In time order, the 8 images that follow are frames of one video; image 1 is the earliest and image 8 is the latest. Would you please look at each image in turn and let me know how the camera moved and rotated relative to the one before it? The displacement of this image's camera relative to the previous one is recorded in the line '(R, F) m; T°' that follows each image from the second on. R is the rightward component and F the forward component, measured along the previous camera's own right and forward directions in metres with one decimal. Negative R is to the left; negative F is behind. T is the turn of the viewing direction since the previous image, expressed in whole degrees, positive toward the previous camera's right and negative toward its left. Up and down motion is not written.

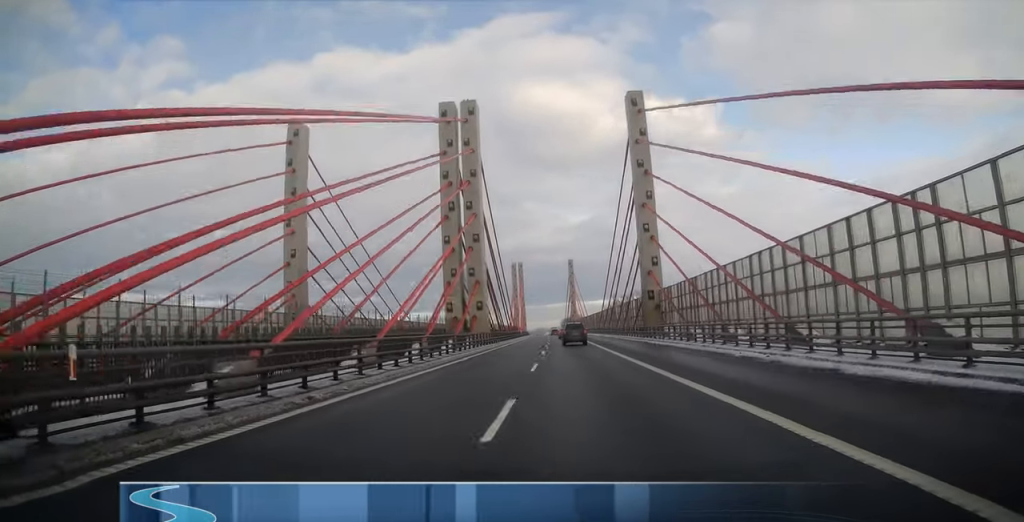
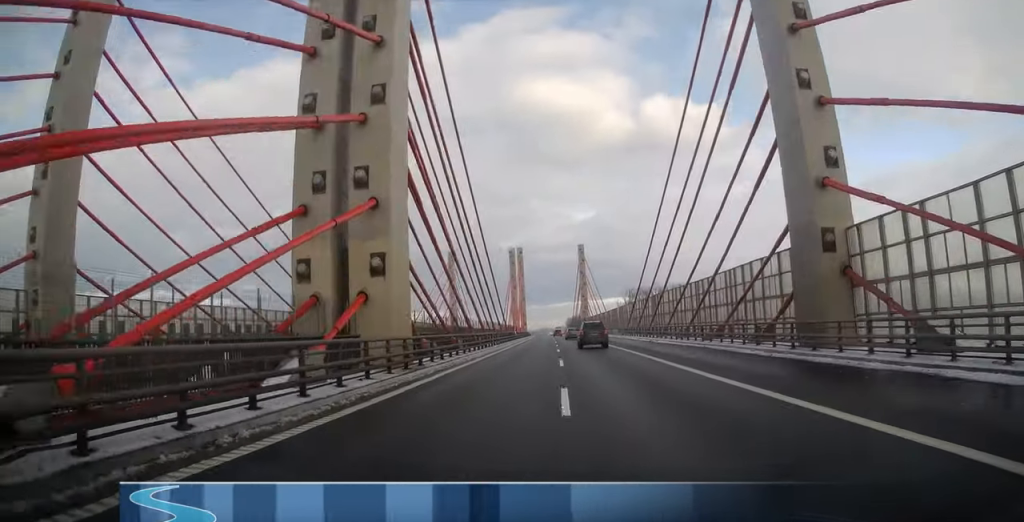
(0.0, +34.2) m; 0°
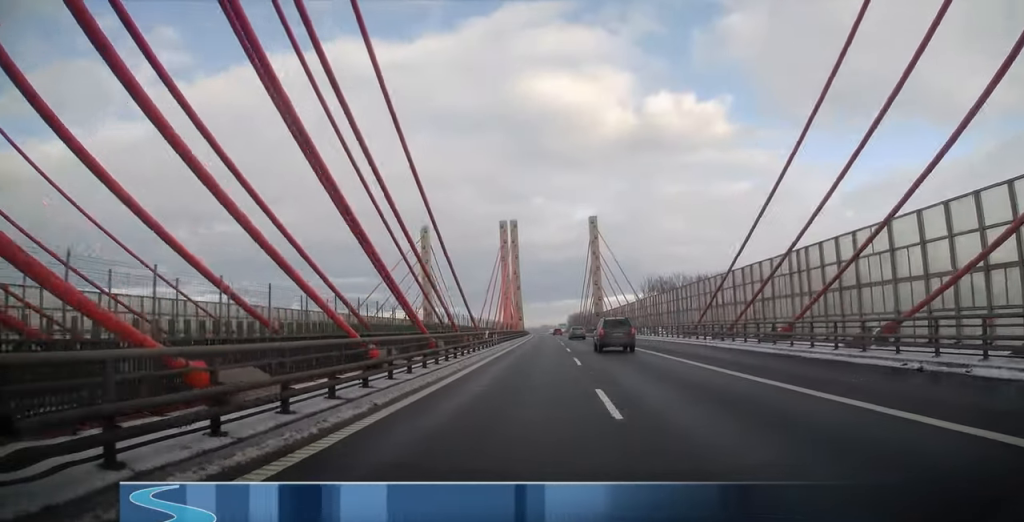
(0.0, +36.3) m; 0°
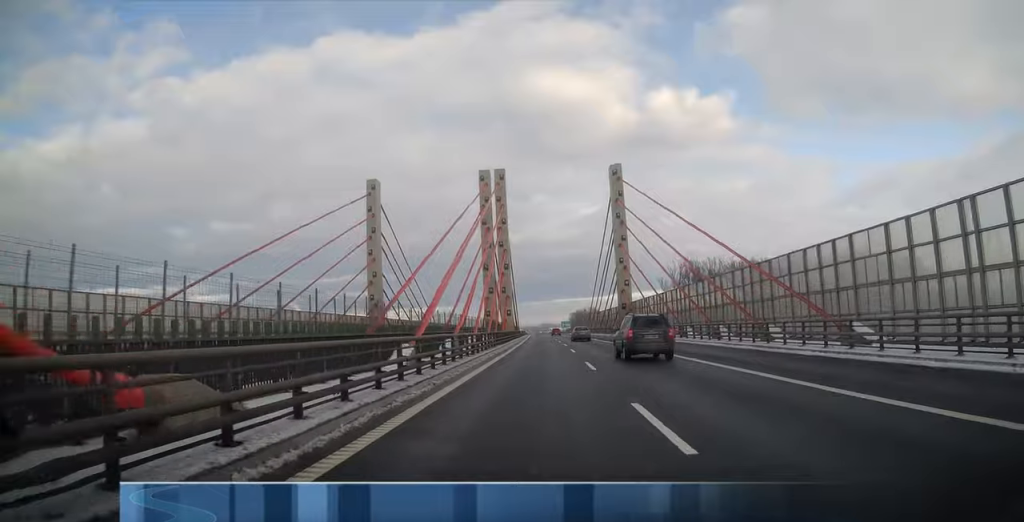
(-0.1, +38.5) m; -1°
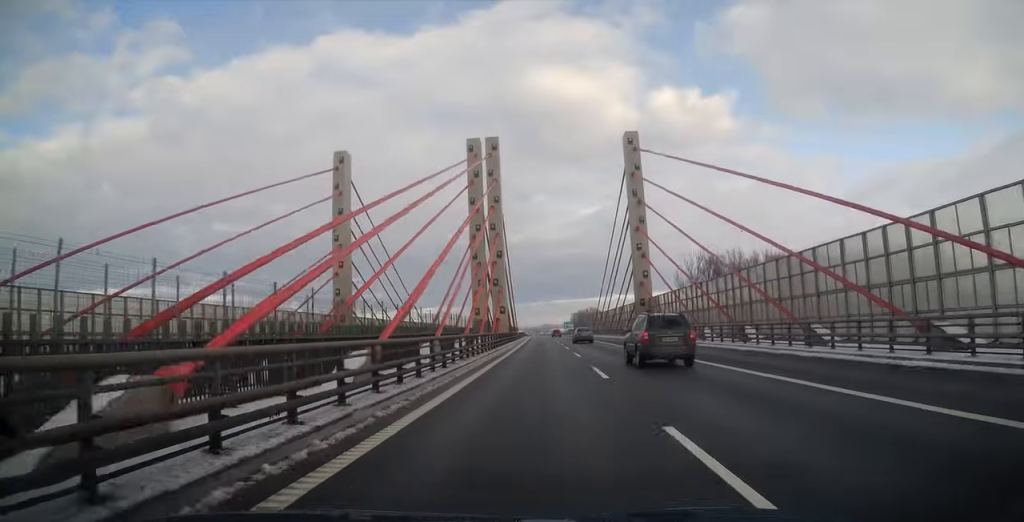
(-0.2, +14.4) m; 0°
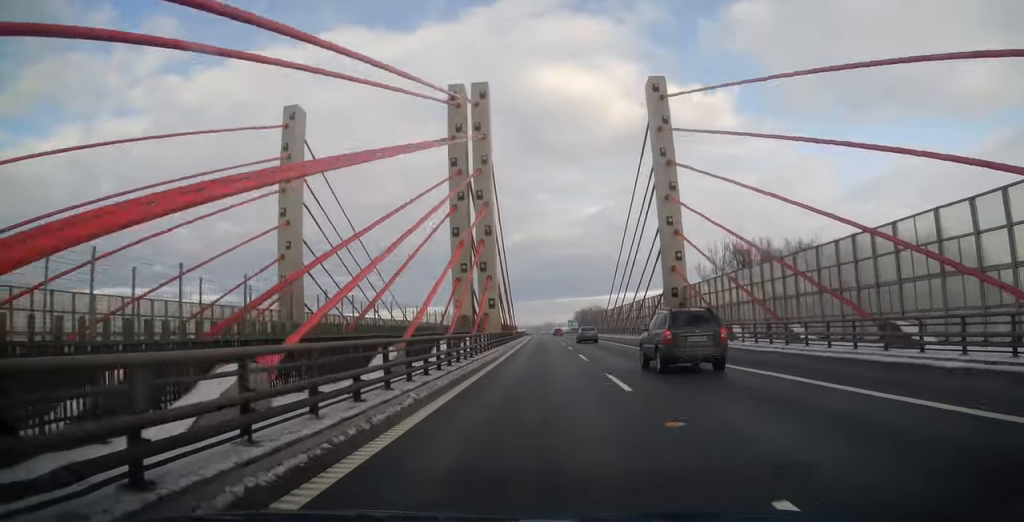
(-0.1, +15.5) m; 0°
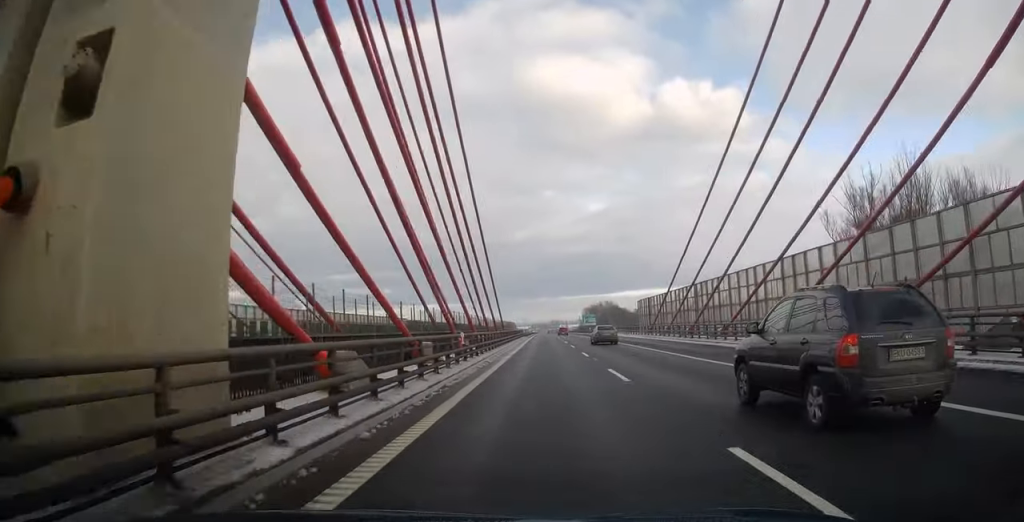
(-0.2, +45.9) m; -1°
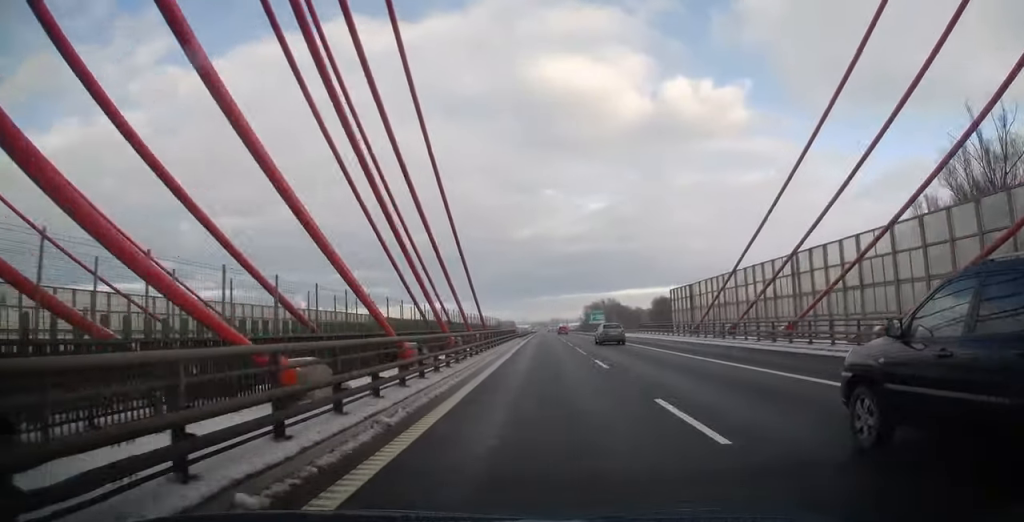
(0.0, +19.7) m; 0°
